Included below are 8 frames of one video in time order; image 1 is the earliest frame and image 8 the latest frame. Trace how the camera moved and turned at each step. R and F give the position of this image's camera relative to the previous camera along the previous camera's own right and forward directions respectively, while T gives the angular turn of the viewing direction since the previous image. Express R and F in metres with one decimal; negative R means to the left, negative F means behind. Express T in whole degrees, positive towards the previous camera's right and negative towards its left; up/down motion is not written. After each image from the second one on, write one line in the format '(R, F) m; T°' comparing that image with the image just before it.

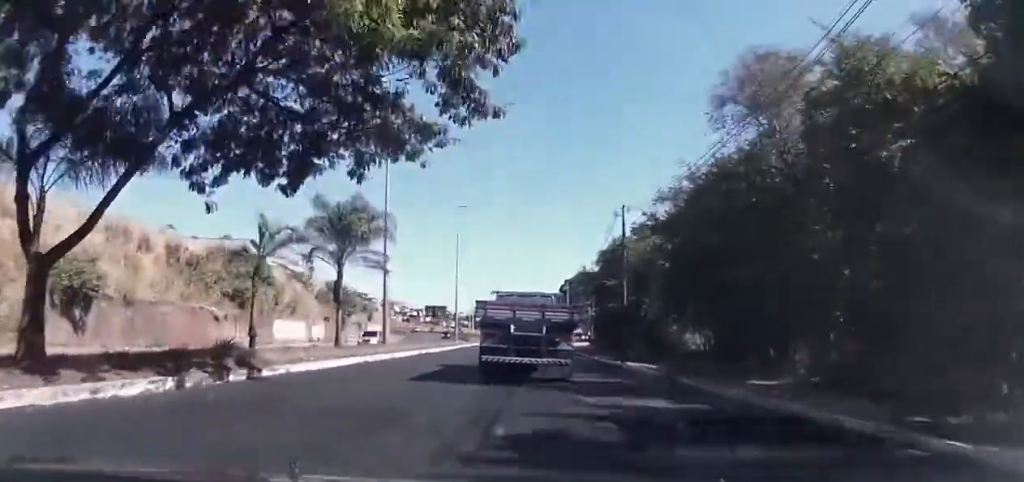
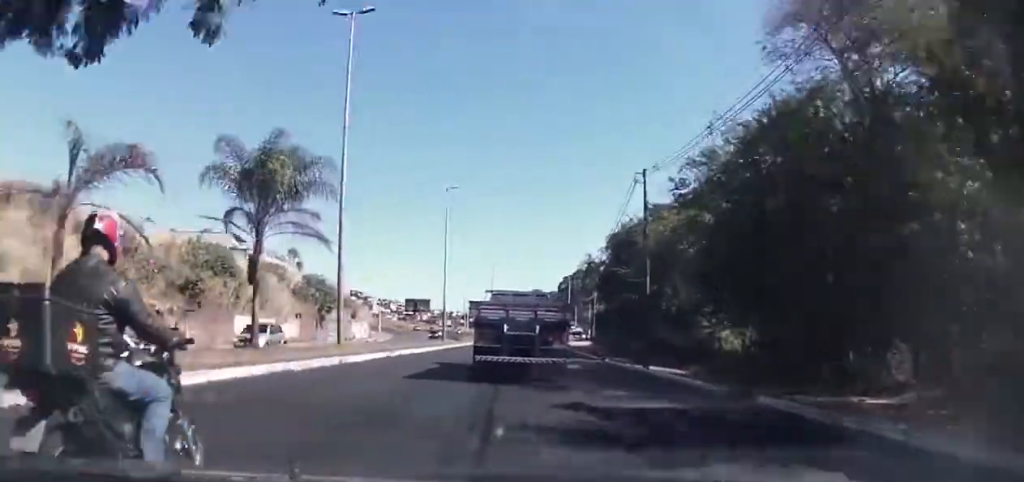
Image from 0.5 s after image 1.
(0.0, +10.4) m; 0°
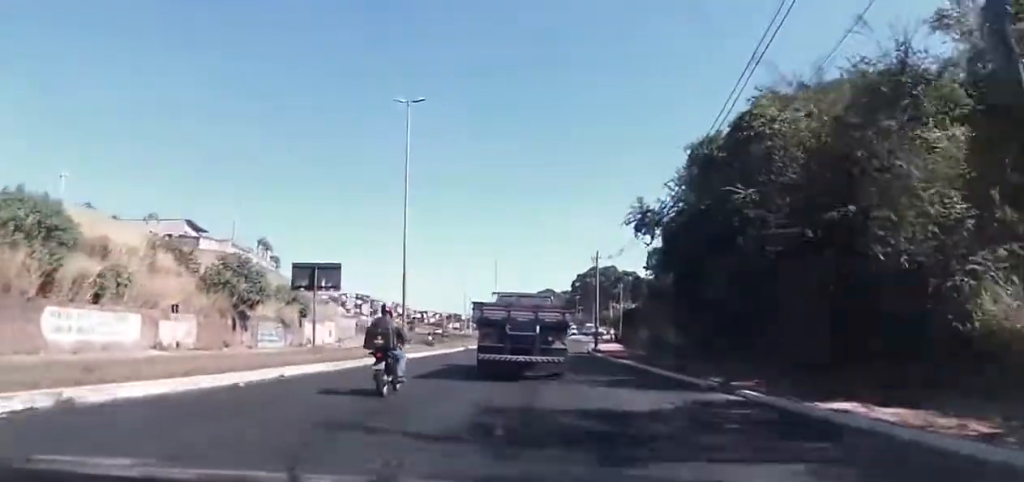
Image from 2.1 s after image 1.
(0.0, +29.4) m; -1°
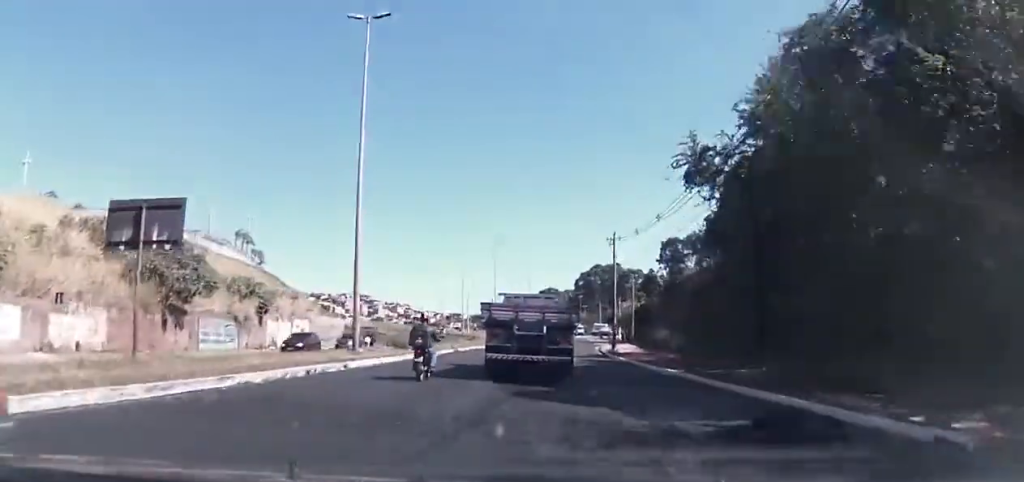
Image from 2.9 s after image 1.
(-0.2, +12.7) m; 0°
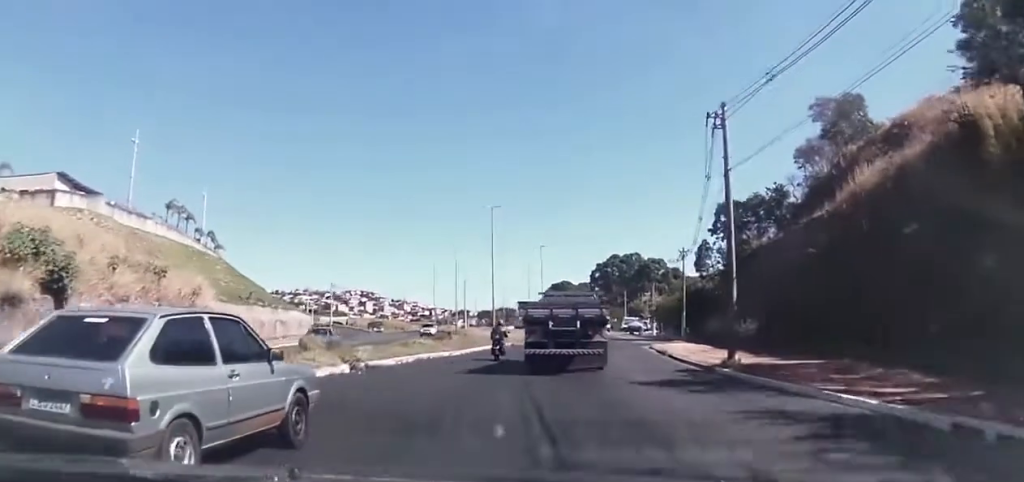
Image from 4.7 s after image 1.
(0.0, +31.7) m; 0°
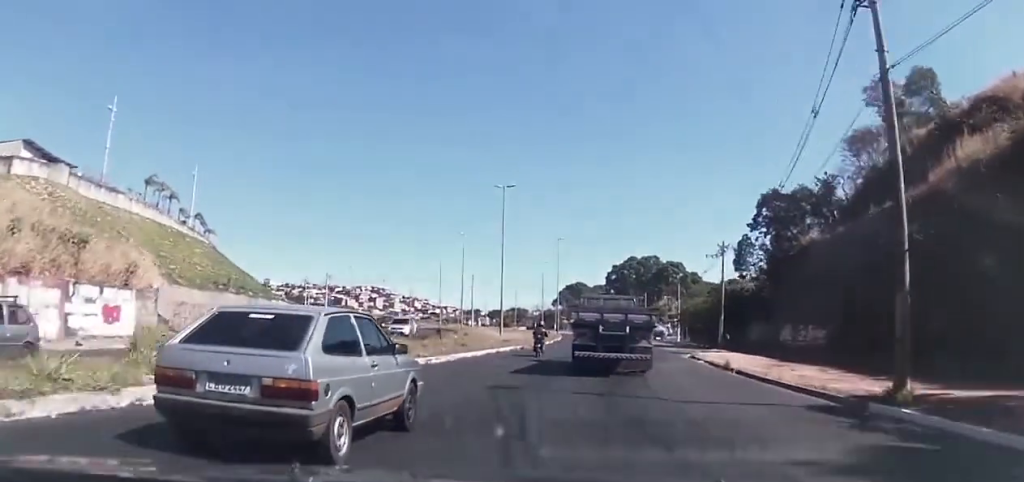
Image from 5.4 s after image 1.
(-0.1, +11.3) m; 0°
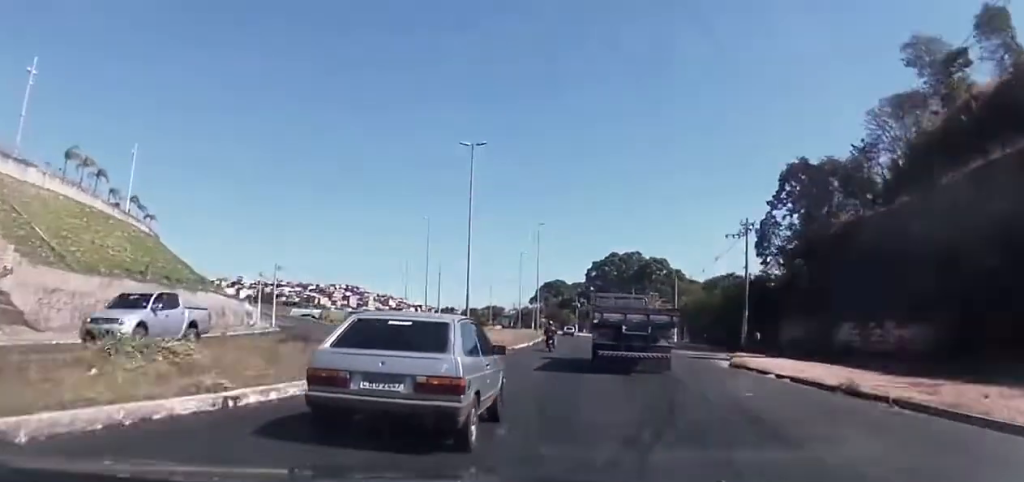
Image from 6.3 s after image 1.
(+0.2, +14.6) m; +2°
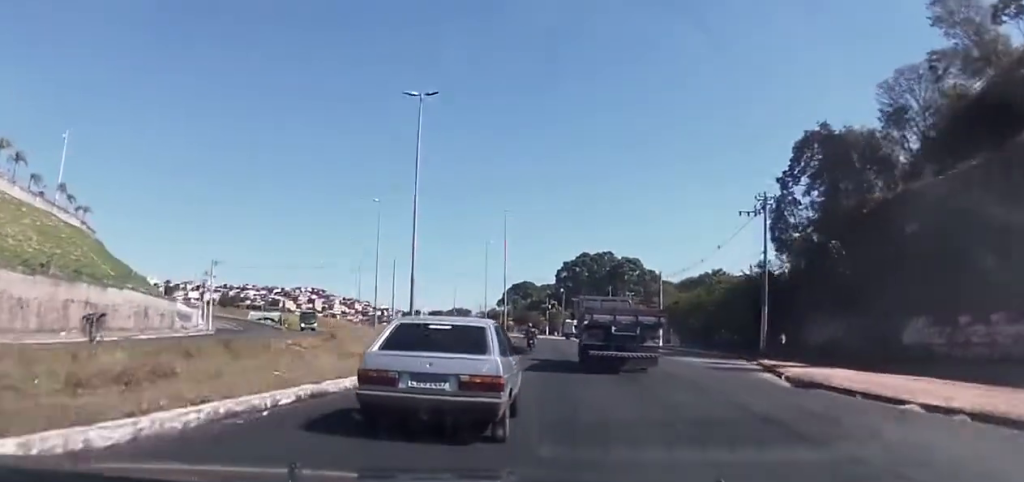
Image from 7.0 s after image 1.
(+0.3, +11.5) m; +2°
